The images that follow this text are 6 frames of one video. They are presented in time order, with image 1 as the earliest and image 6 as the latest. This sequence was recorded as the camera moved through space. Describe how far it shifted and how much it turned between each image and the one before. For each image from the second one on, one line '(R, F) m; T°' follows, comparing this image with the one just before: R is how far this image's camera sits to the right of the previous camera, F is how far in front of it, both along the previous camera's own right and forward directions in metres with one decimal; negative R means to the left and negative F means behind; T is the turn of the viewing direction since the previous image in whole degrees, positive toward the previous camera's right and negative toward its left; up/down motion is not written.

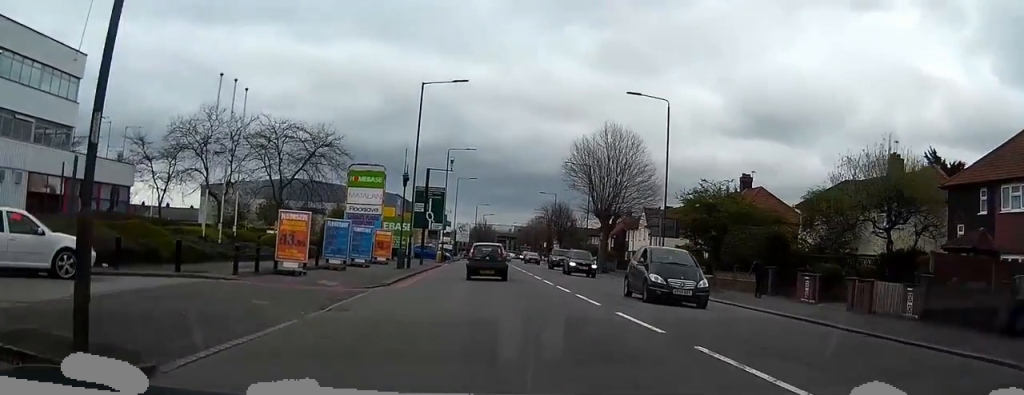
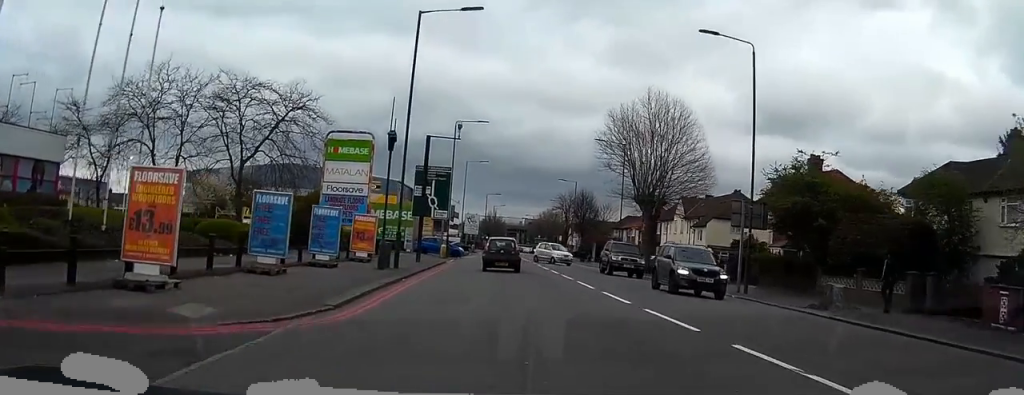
(+0.2, +11.9) m; +2°
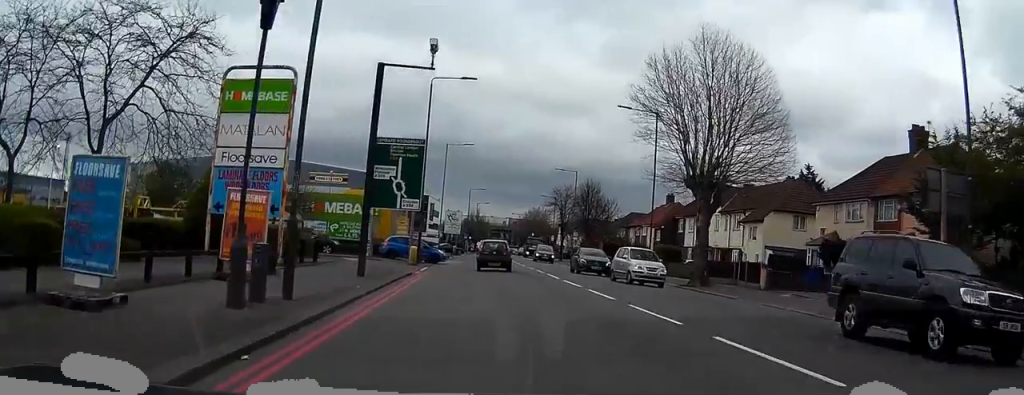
(+0.2, +16.1) m; +2°
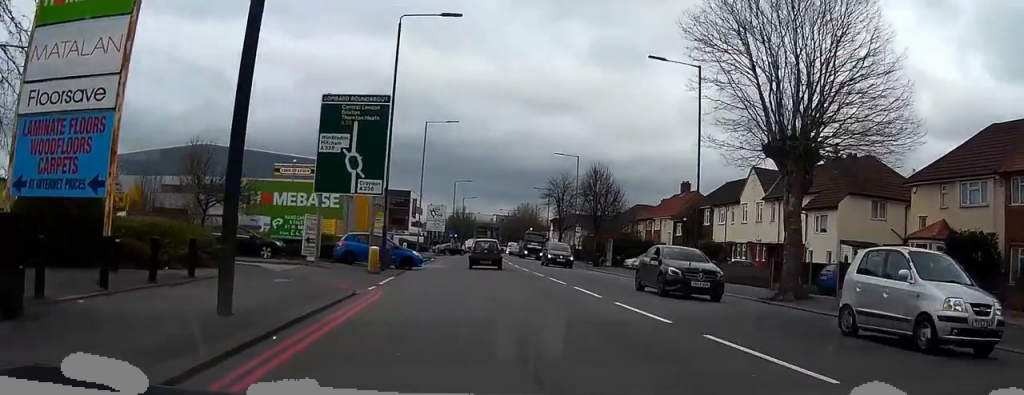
(+0.2, +11.9) m; +2°
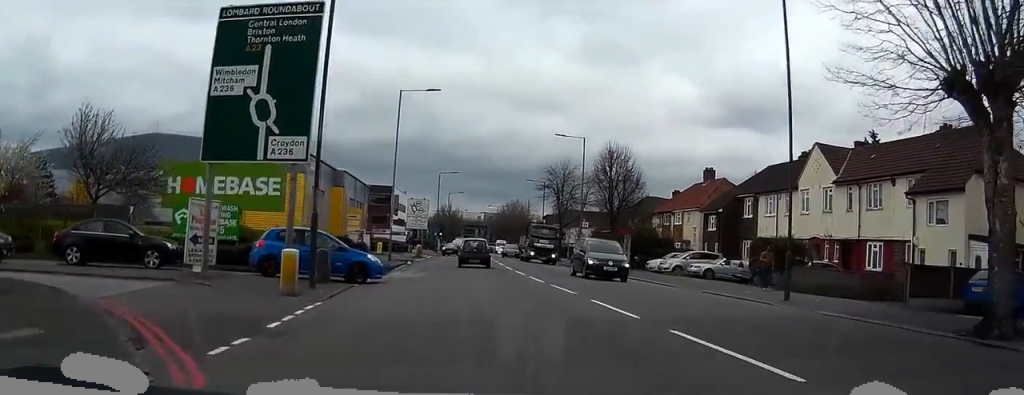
(+0.1, +11.8) m; 0°
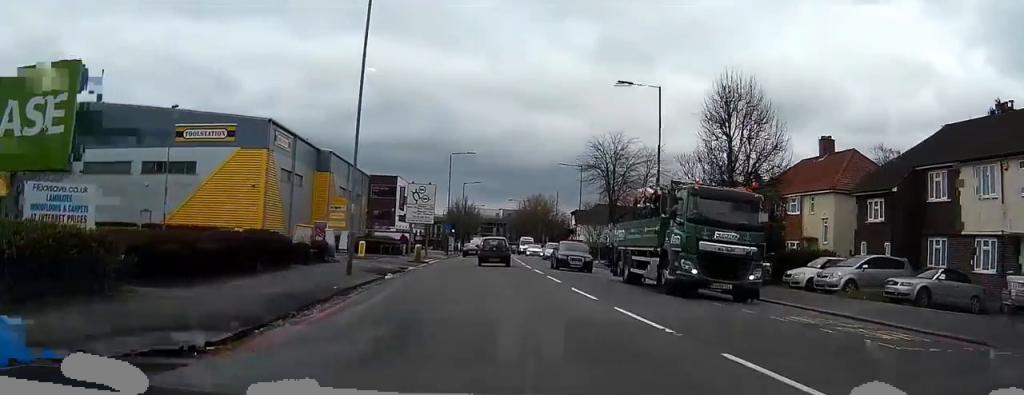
(-0.2, +20.2) m; -2°
